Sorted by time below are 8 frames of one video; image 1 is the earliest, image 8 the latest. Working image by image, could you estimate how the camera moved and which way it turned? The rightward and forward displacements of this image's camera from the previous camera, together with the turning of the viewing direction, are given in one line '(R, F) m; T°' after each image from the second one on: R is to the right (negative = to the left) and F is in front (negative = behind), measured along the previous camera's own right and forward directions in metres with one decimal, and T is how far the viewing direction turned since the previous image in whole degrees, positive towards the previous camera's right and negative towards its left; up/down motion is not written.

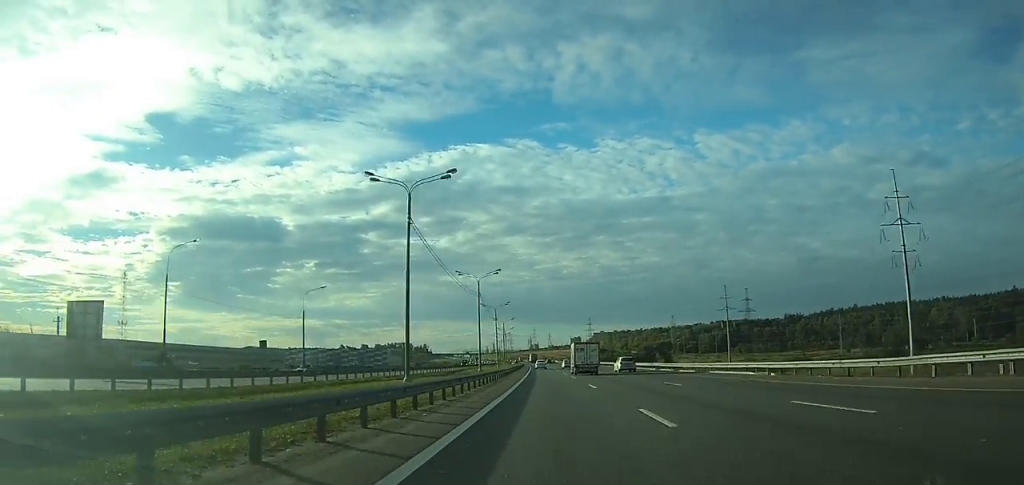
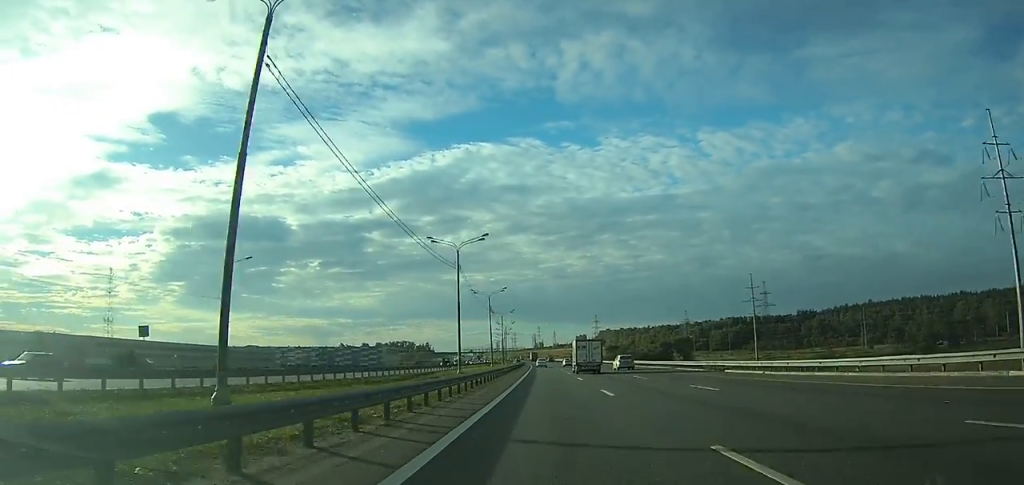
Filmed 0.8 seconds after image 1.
(-0.1, +22.3) m; 0°
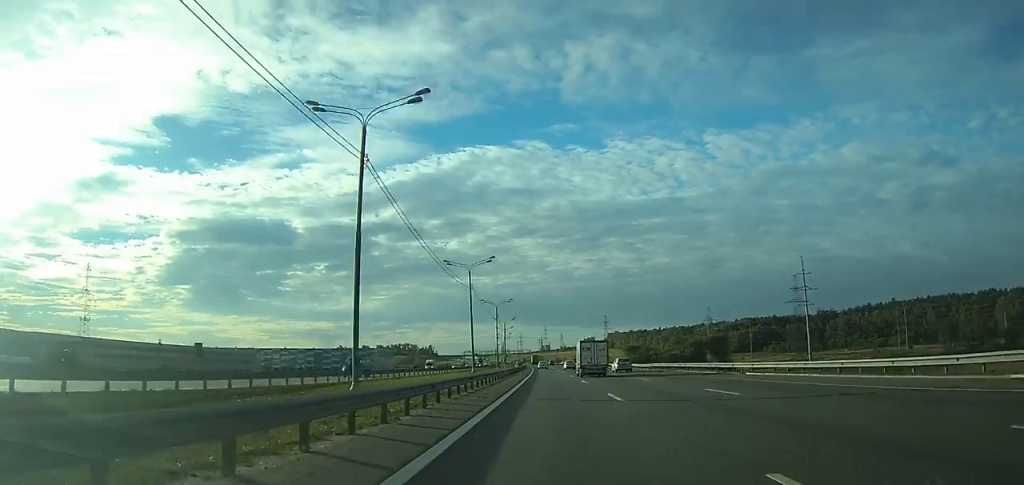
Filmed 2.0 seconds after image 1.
(-0.1, +34.2) m; 0°
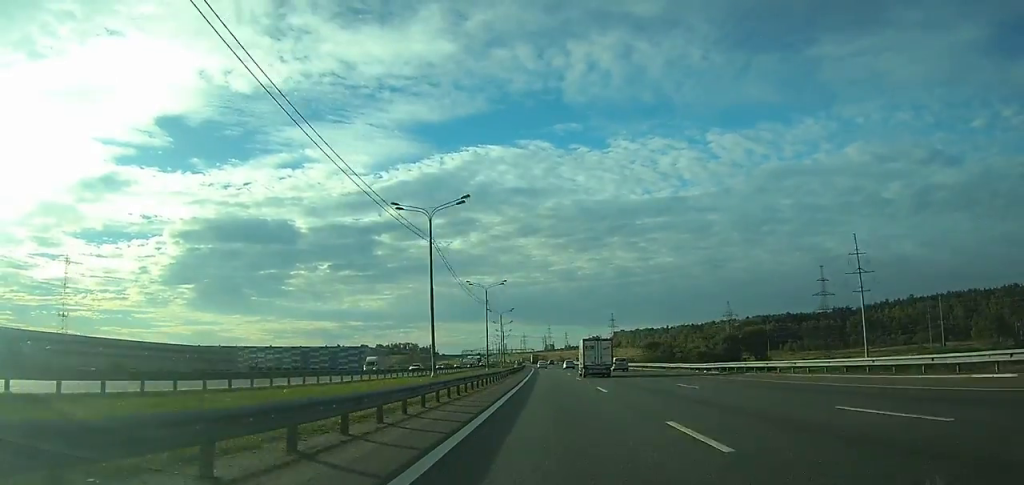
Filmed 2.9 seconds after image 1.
(-0.1, +26.4) m; 0°
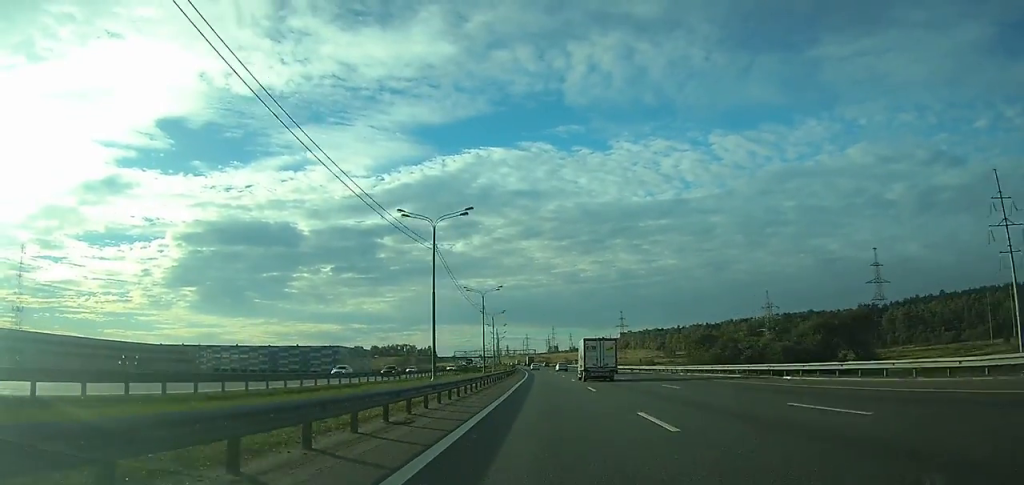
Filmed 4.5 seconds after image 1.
(-0.2, +45.4) m; -1°
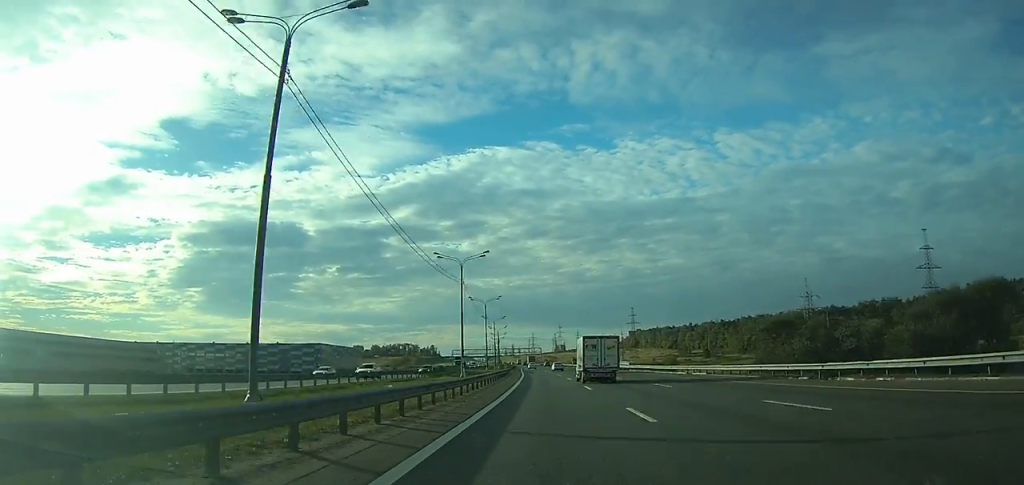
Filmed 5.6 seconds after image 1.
(-0.2, +31.6) m; -1°
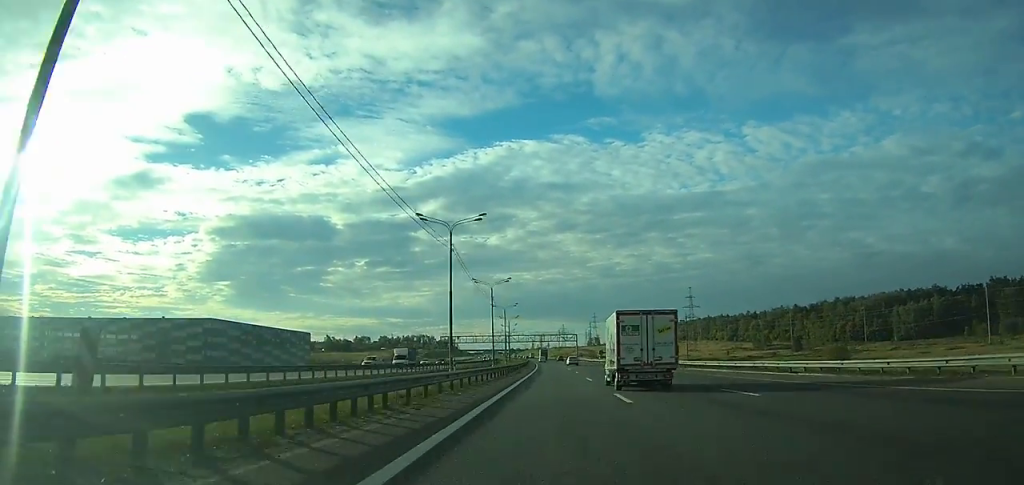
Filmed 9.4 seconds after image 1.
(-2.4, +106.8) m; -2°
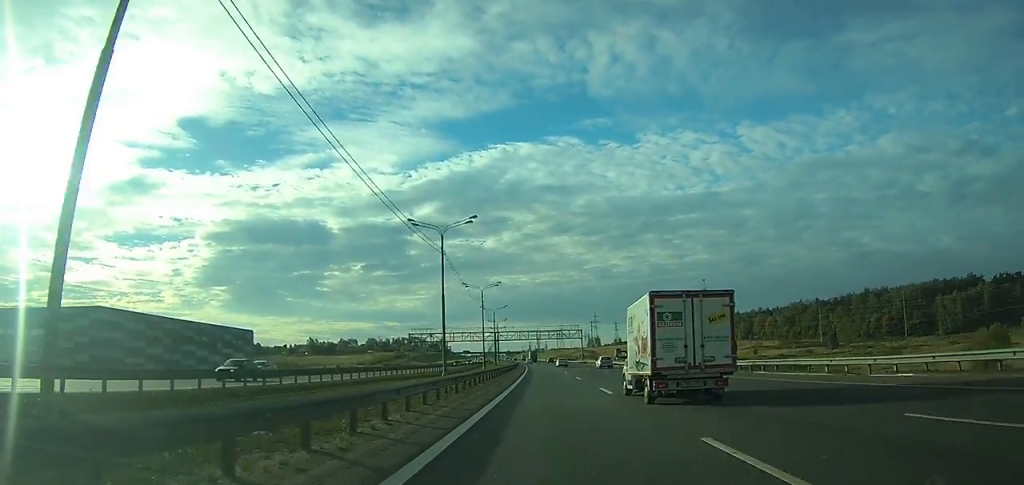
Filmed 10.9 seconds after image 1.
(-0.2, +41.0) m; -1°
